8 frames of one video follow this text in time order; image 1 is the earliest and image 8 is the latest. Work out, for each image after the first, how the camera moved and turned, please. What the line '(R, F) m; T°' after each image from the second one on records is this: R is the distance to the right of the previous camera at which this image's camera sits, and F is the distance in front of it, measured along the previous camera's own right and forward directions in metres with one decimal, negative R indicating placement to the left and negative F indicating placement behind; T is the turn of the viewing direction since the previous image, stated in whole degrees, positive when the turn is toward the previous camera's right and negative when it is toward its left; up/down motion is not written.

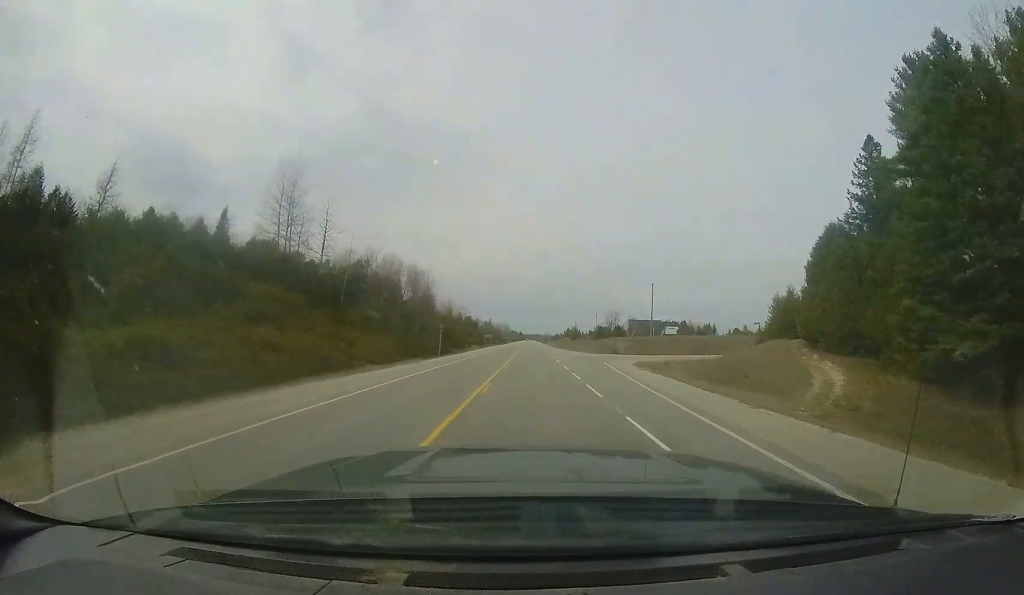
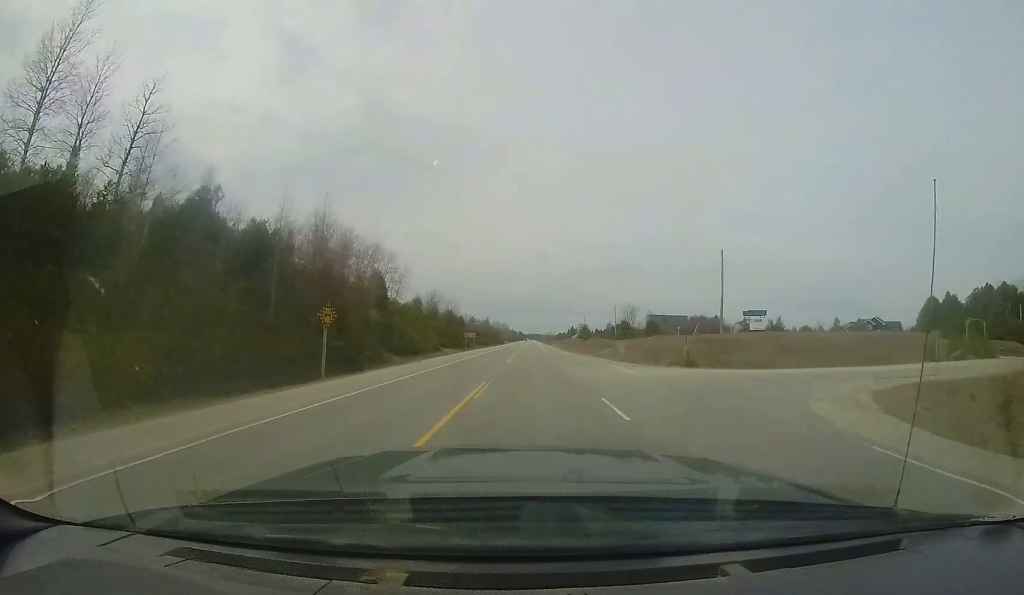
(-0.4, +28.0) m; -1°
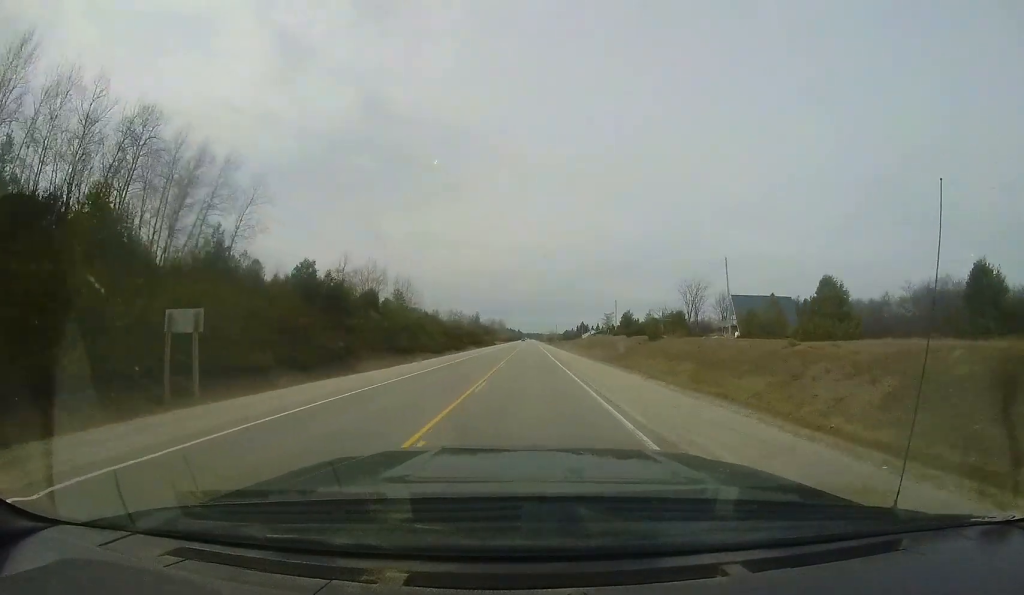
(+0.5, +57.4) m; +1°
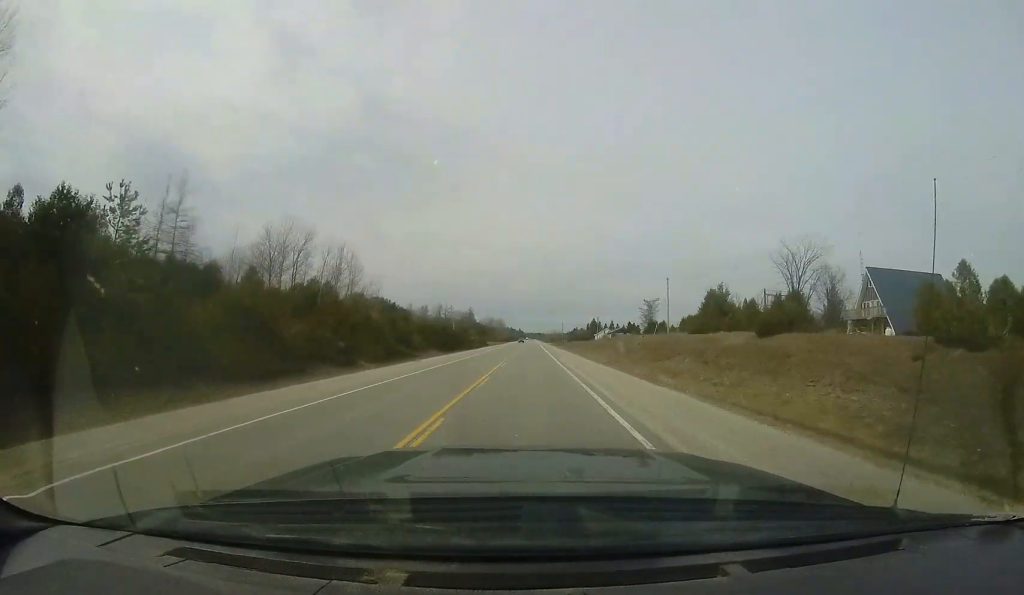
(-0.5, +35.2) m; -1°
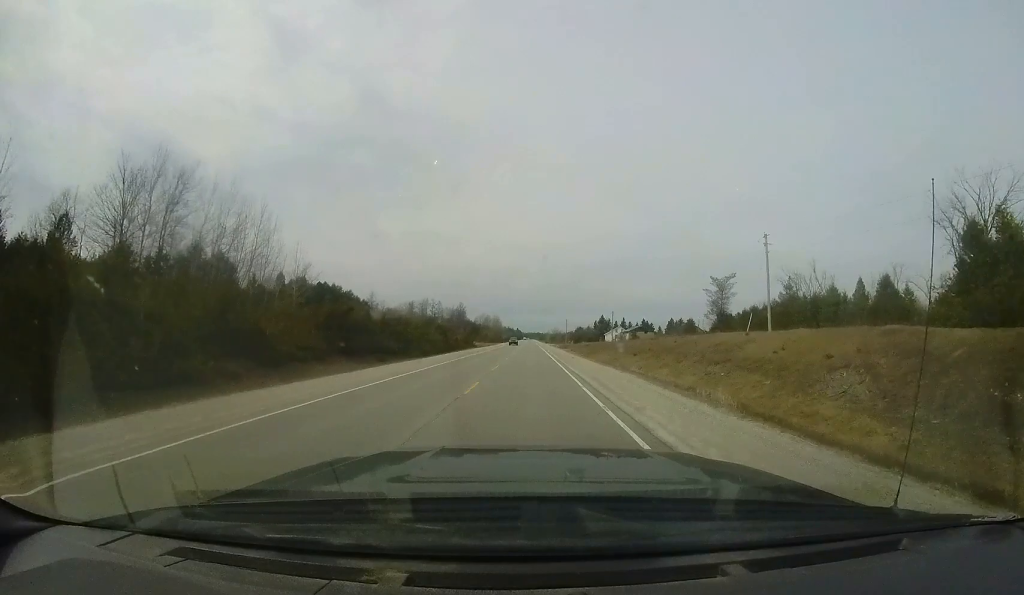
(-0.3, +26.5) m; 0°
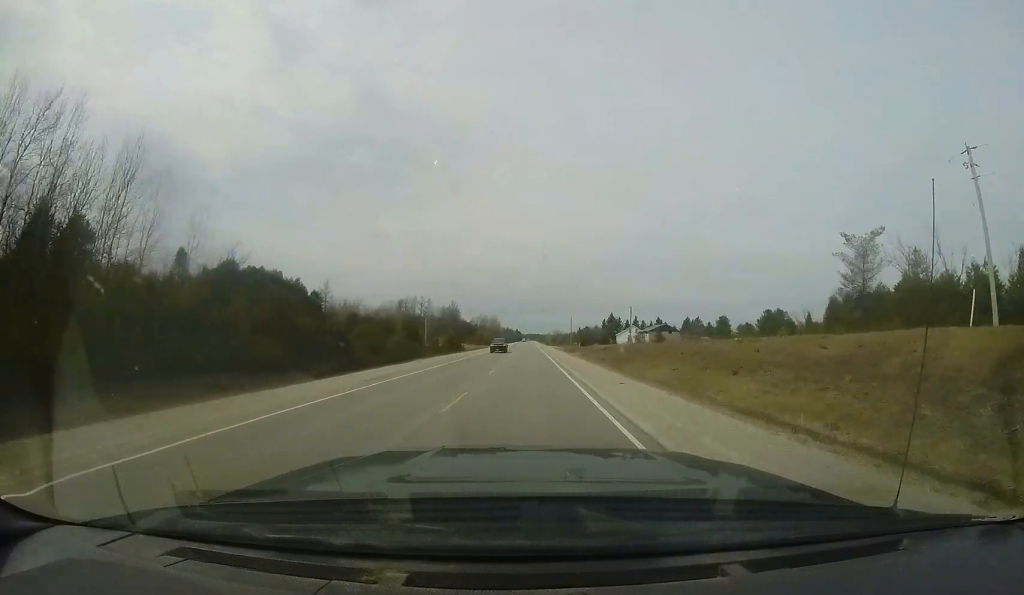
(+0.3, +19.8) m; 0°
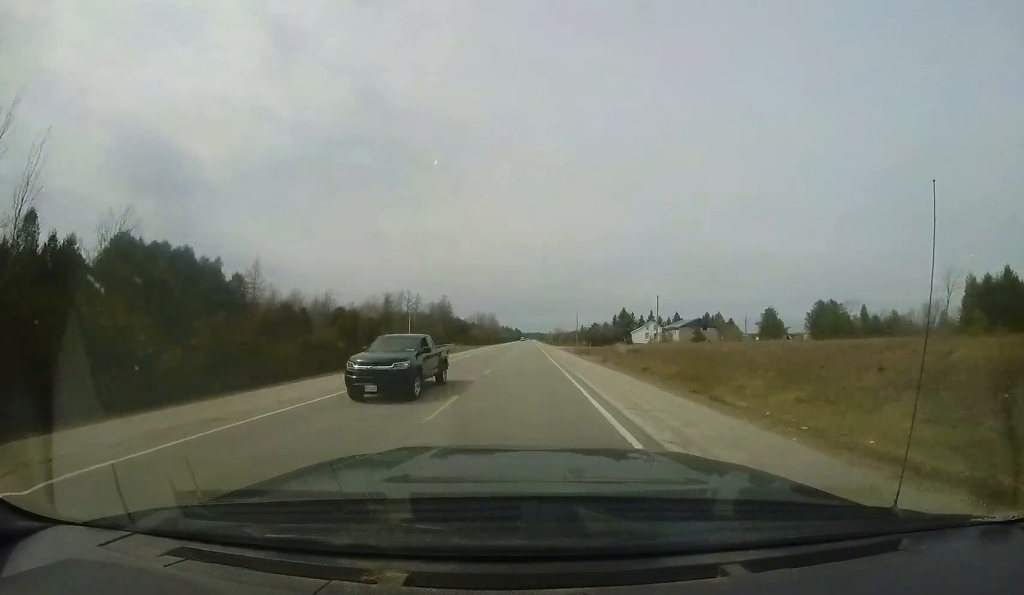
(-0.2, +18.7) m; 0°
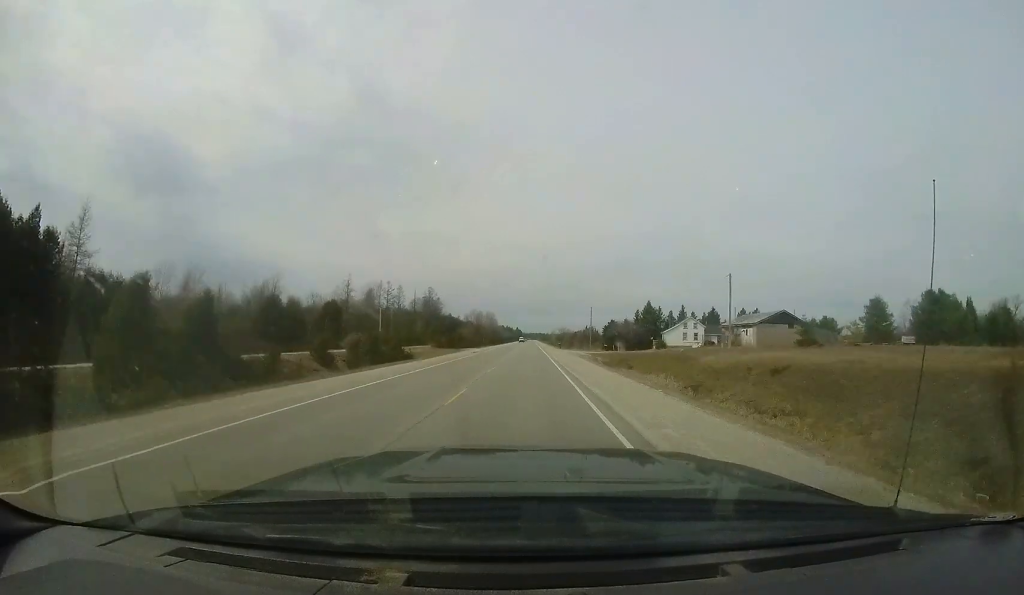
(-0.2, +25.2) m; 0°
